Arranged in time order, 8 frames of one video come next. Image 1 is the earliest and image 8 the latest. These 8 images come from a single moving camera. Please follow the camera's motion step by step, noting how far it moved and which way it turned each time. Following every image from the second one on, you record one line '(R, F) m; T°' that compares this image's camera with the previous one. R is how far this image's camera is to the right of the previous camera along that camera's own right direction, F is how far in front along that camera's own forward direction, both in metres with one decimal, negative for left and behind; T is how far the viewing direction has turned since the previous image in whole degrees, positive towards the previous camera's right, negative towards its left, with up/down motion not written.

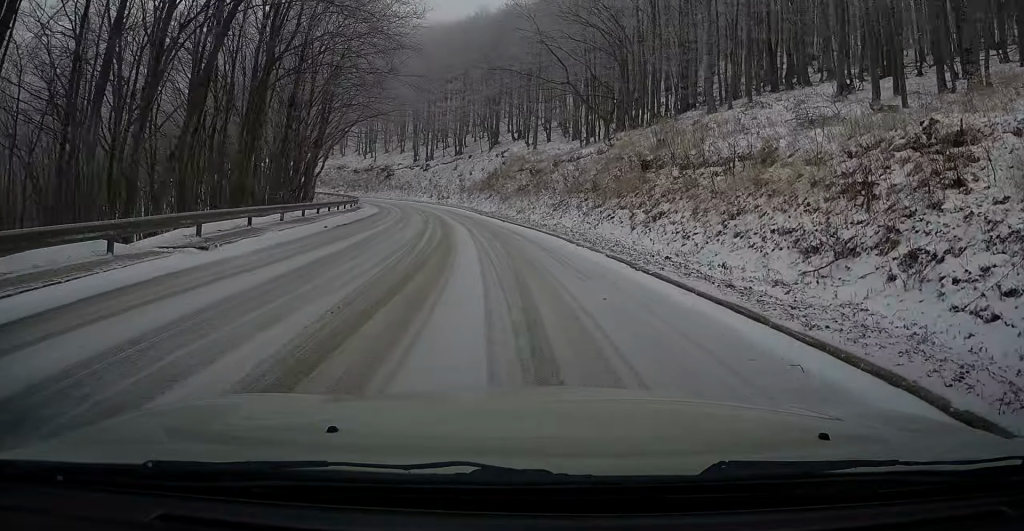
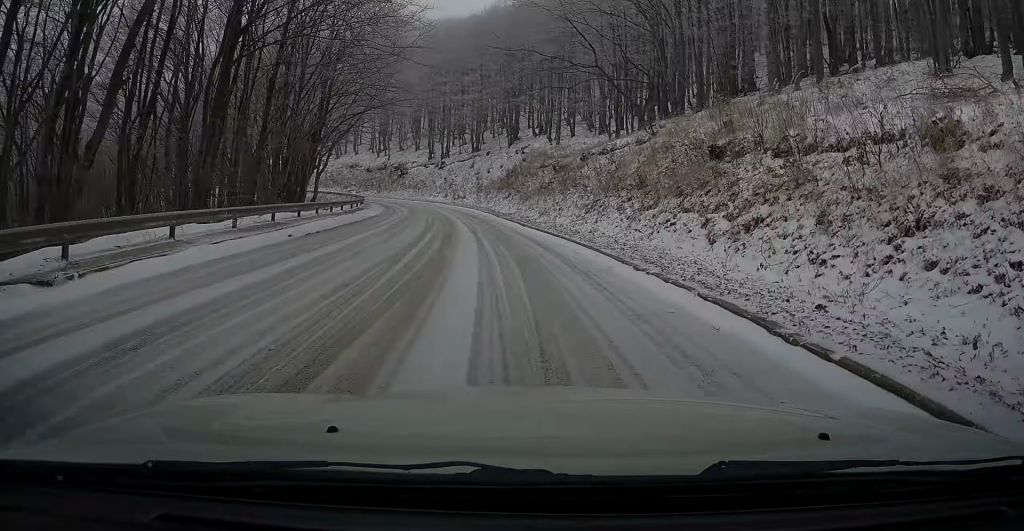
(-0.1, +4.8) m; -2°
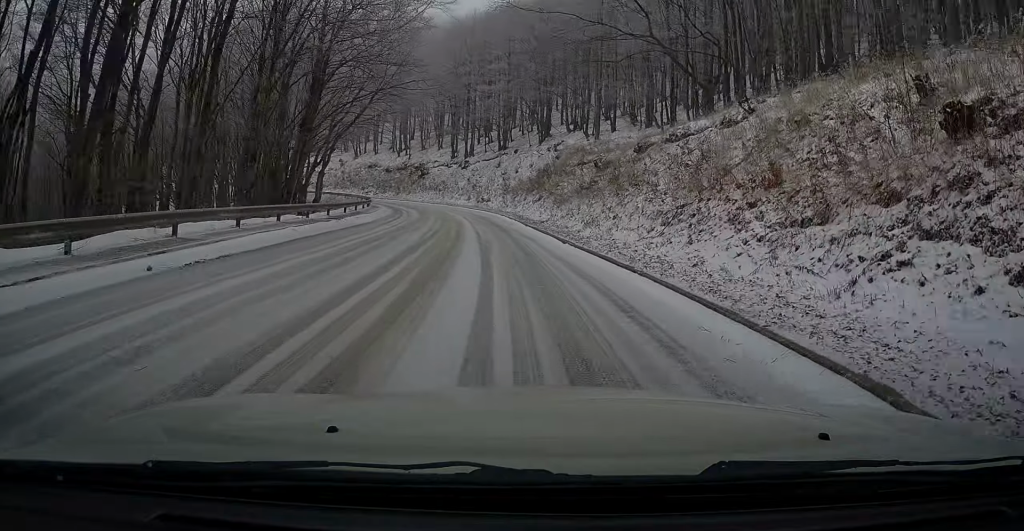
(-0.2, +7.1) m; -1°
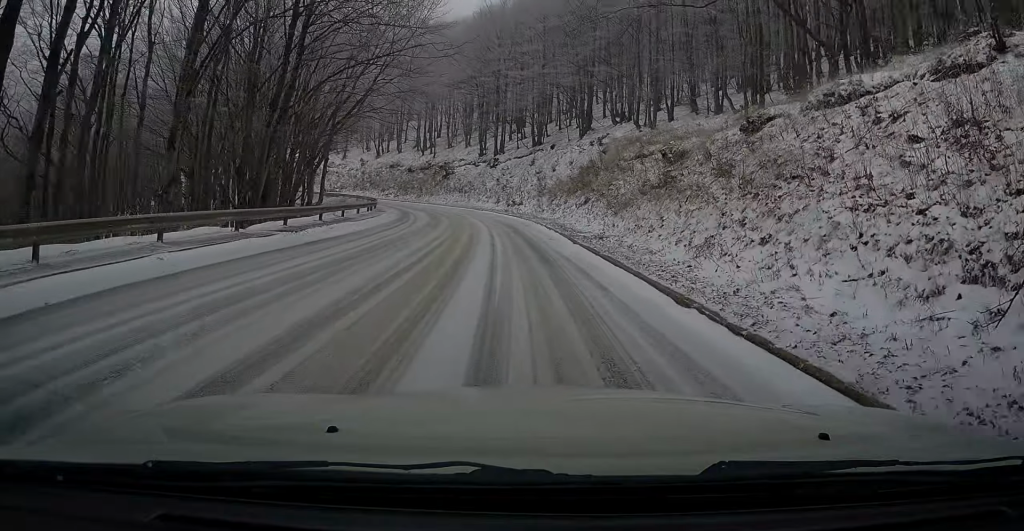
(-0.1, +8.3) m; -1°
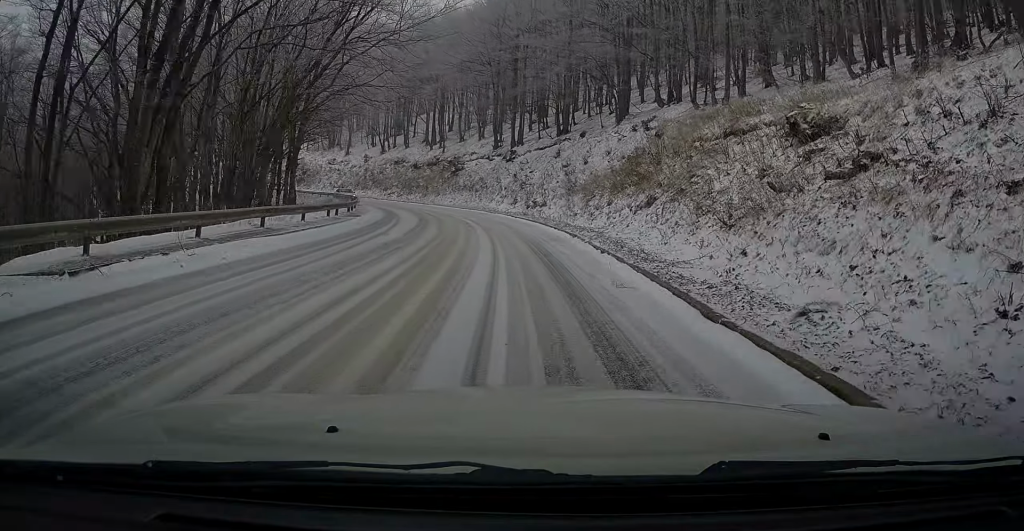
(0.0, +9.8) m; -4°
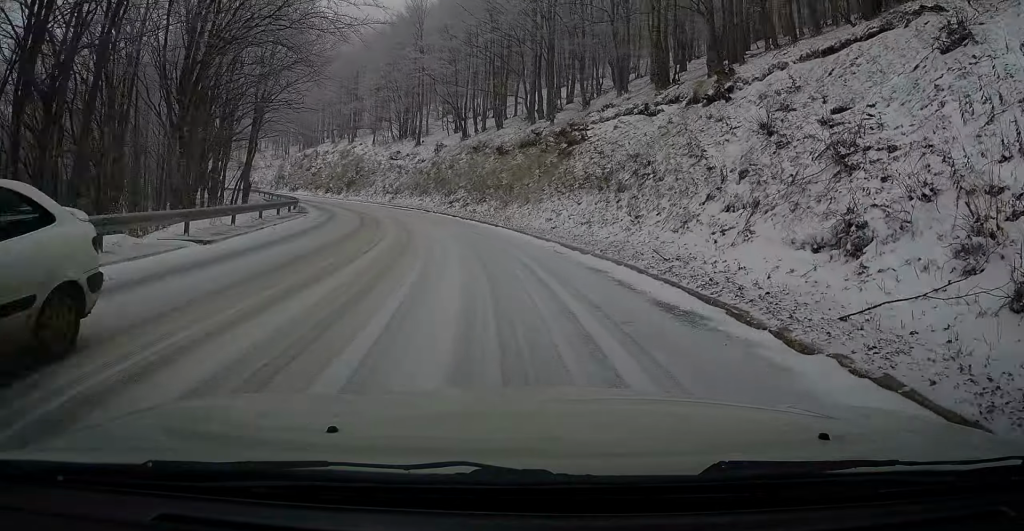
(-3.6, +36.1) m; -14°
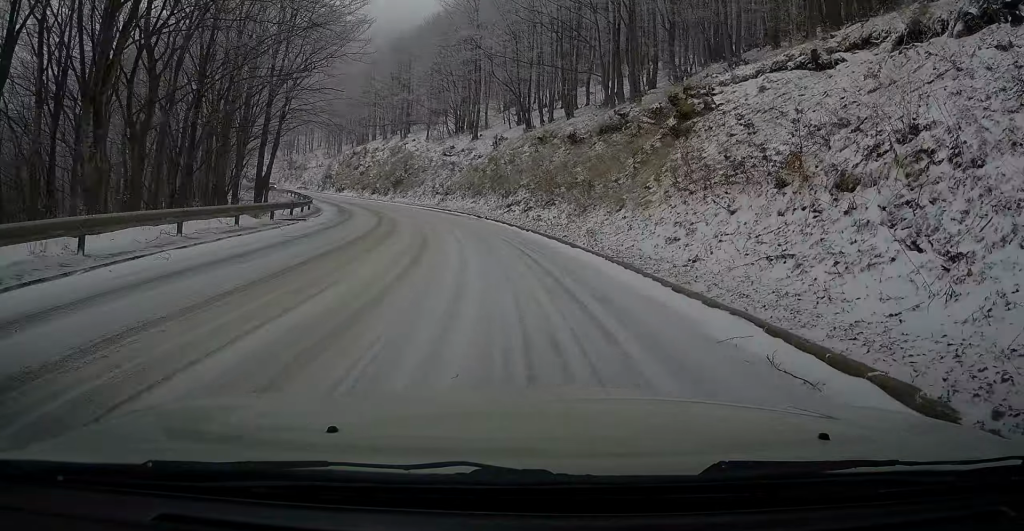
(-0.5, +9.5) m; -6°
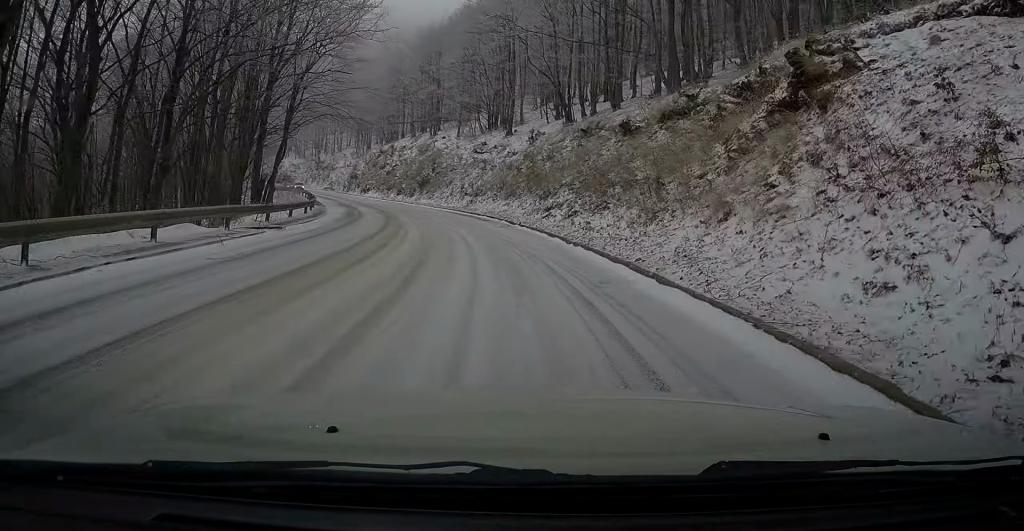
(-0.2, +5.9) m; -3°
